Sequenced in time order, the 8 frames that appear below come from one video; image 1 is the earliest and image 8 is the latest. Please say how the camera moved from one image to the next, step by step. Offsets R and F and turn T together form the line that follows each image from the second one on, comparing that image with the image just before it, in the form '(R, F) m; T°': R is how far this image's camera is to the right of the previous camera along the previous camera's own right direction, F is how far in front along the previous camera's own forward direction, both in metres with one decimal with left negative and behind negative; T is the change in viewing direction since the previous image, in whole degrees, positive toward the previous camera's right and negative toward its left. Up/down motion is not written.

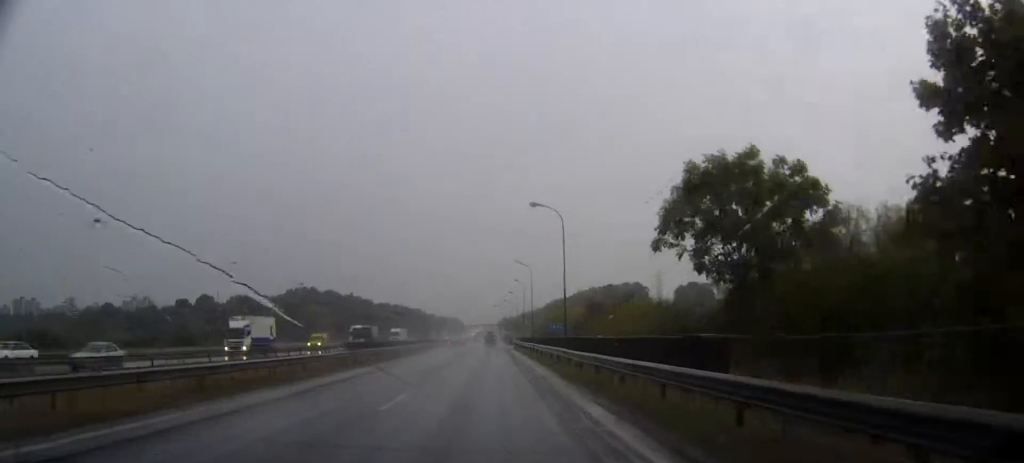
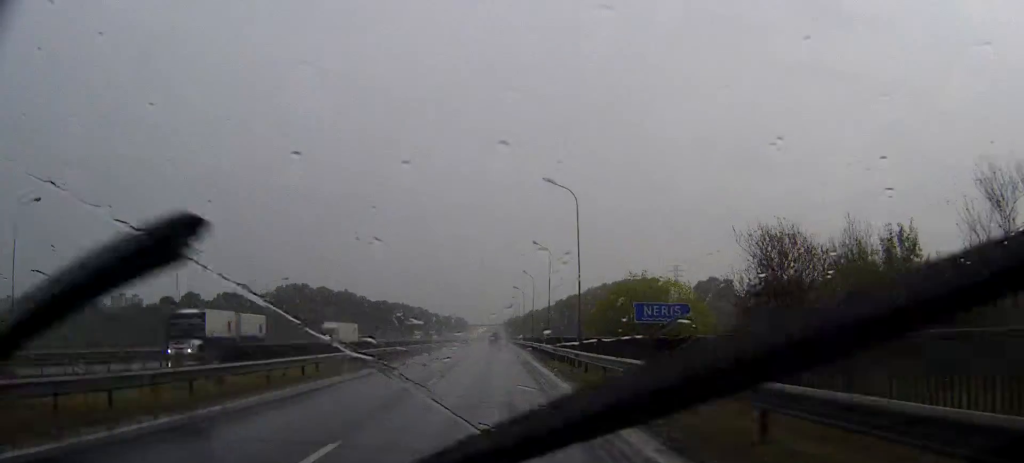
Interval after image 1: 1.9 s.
(-0.2, +40.4) m; 0°
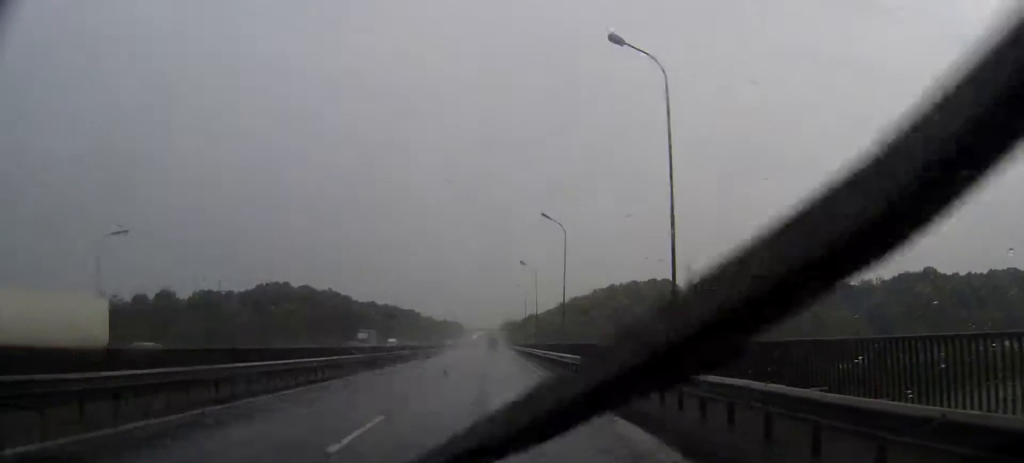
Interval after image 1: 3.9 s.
(+0.1, +43.3) m; 0°
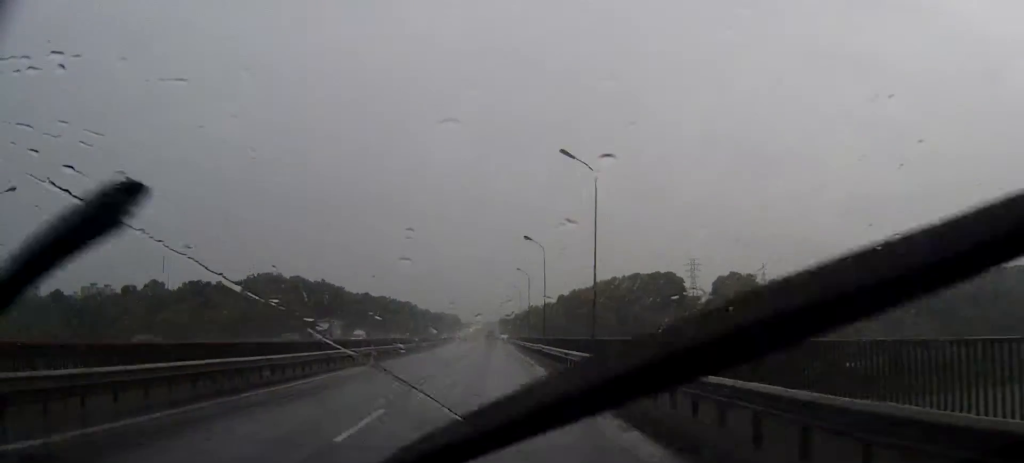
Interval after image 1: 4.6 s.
(0.0, +15.2) m; 0°
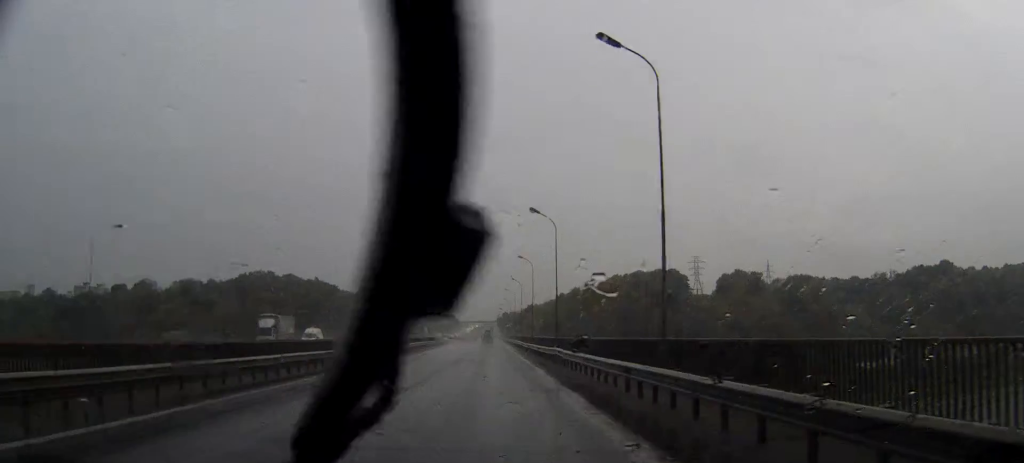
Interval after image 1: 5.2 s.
(0.0, +13.0) m; 0°
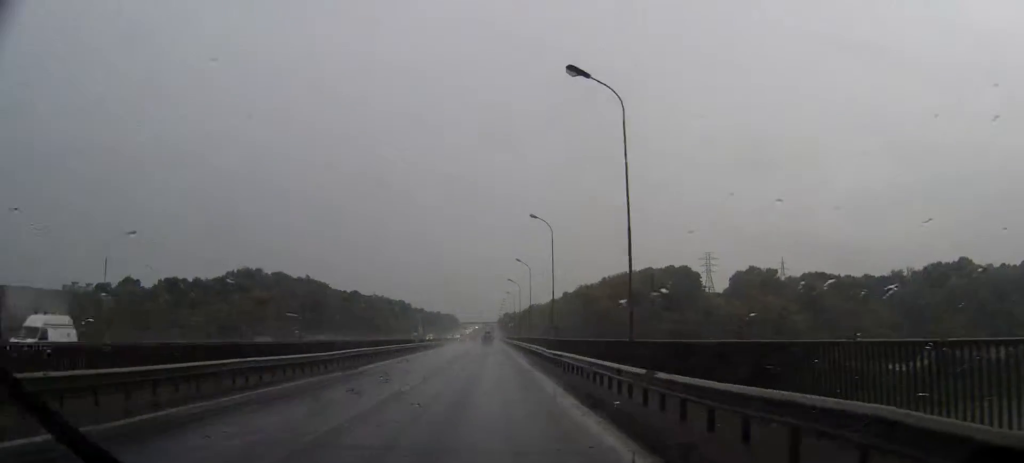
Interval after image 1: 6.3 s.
(+0.1, +25.2) m; 0°
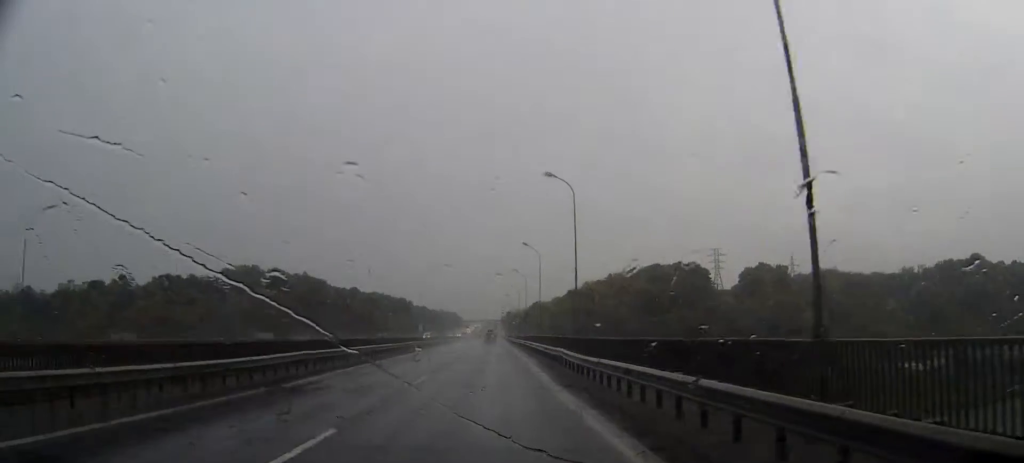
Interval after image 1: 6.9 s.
(0.0, +12.2) m; 0°
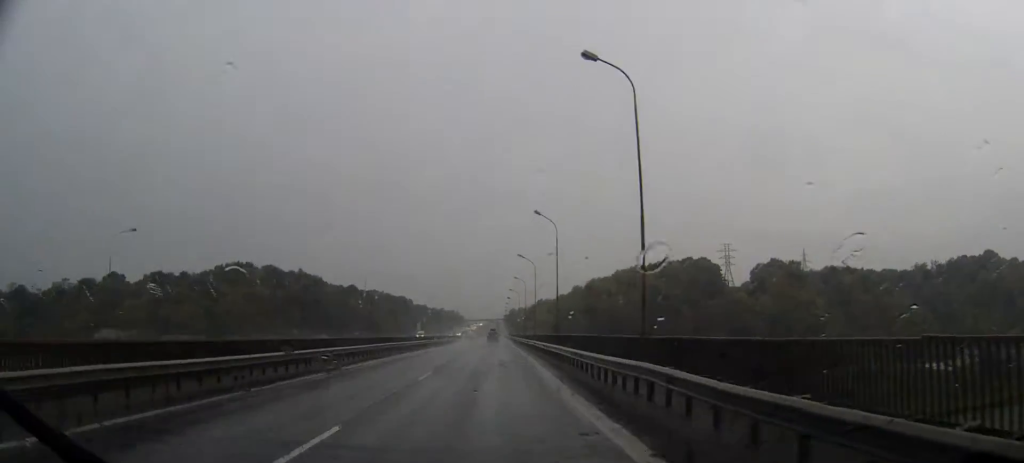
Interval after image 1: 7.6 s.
(-0.1, +15.7) m; 0°
